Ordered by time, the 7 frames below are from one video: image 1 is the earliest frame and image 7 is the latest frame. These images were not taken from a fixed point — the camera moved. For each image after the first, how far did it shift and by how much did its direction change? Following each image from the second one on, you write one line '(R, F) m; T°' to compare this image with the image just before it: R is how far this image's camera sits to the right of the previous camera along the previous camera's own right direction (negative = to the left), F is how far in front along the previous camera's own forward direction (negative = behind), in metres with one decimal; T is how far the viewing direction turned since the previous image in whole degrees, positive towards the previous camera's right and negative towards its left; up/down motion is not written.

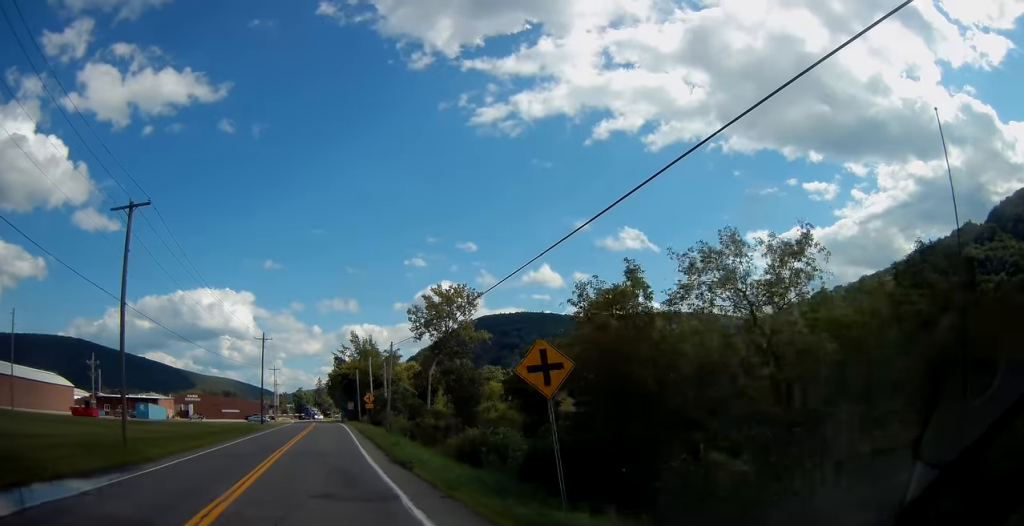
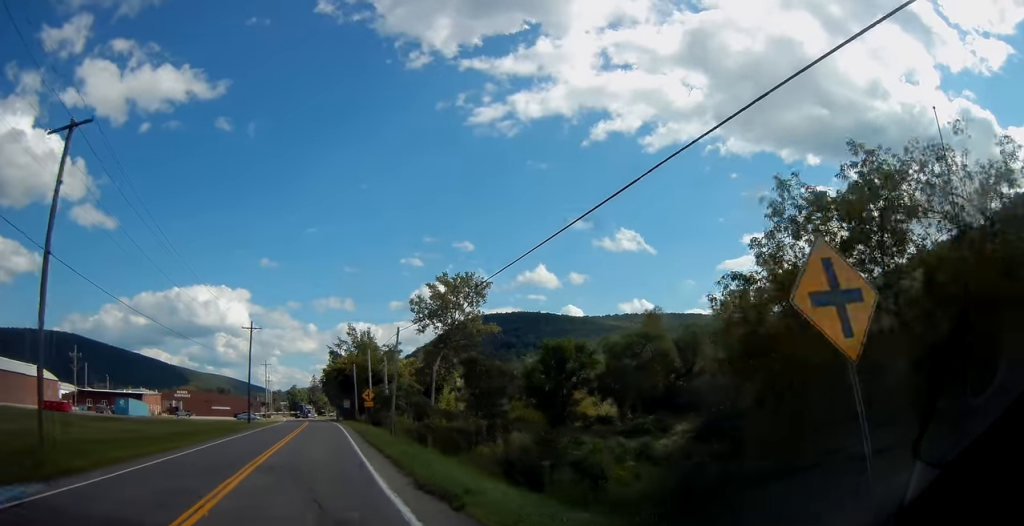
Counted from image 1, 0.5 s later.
(+0.1, +8.0) m; +1°
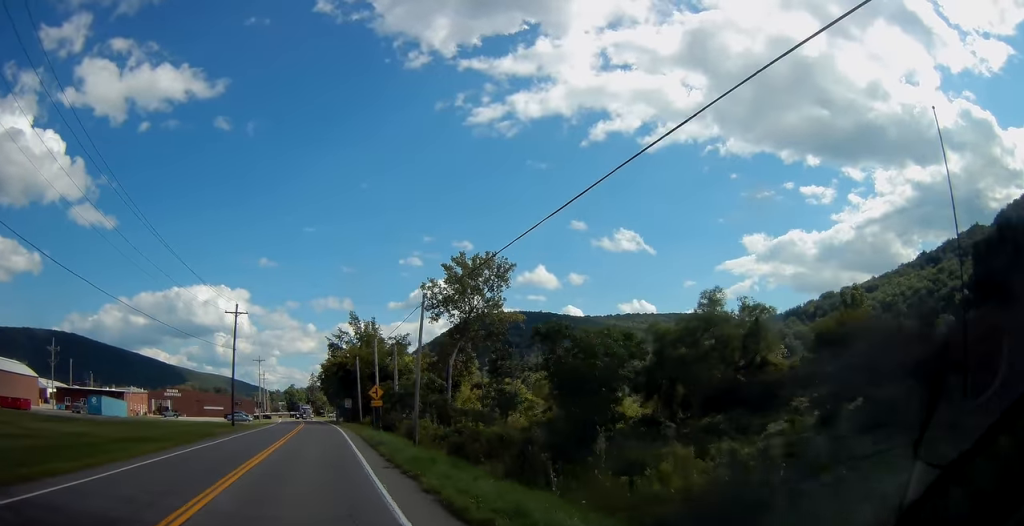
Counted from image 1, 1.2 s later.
(0.0, +11.5) m; +1°
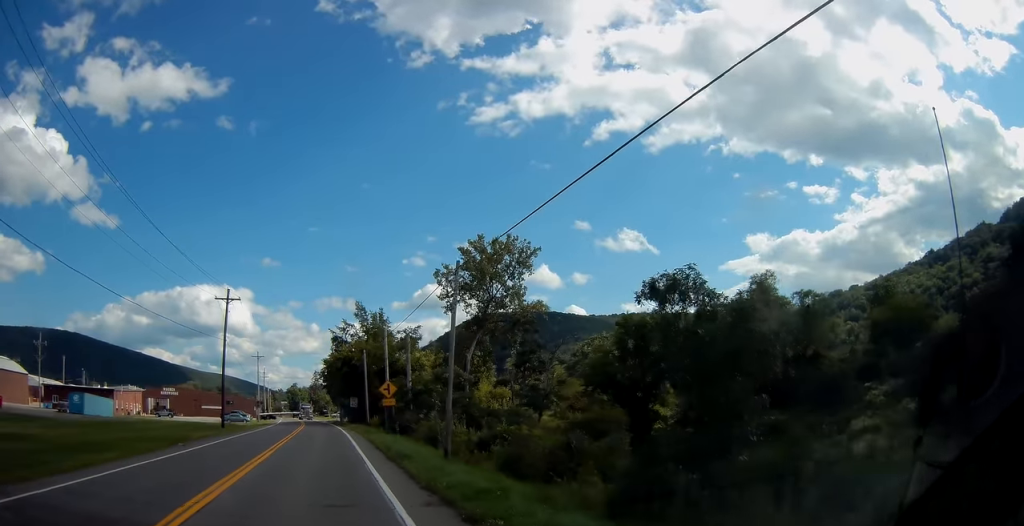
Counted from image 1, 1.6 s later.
(+0.1, +7.4) m; +1°
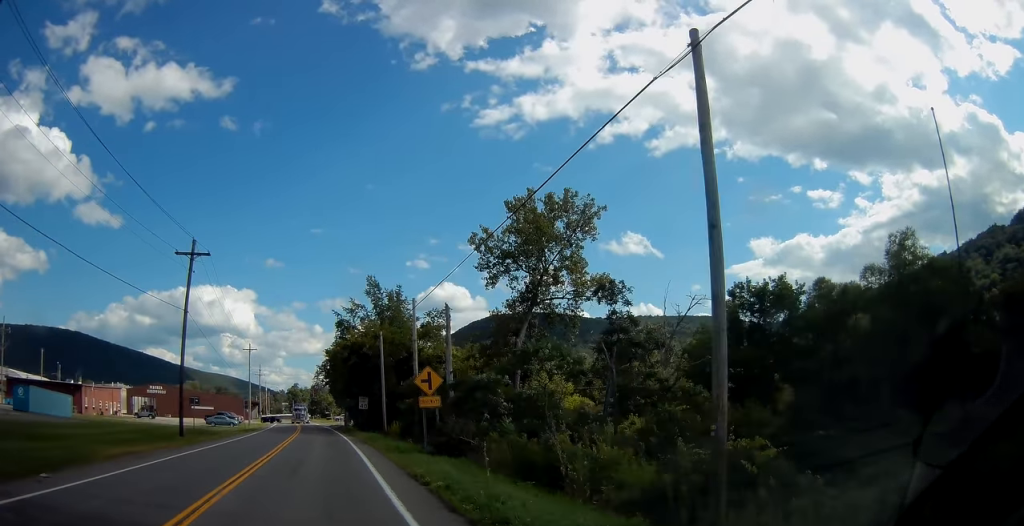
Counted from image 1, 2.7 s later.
(+0.4, +16.6) m; +2°
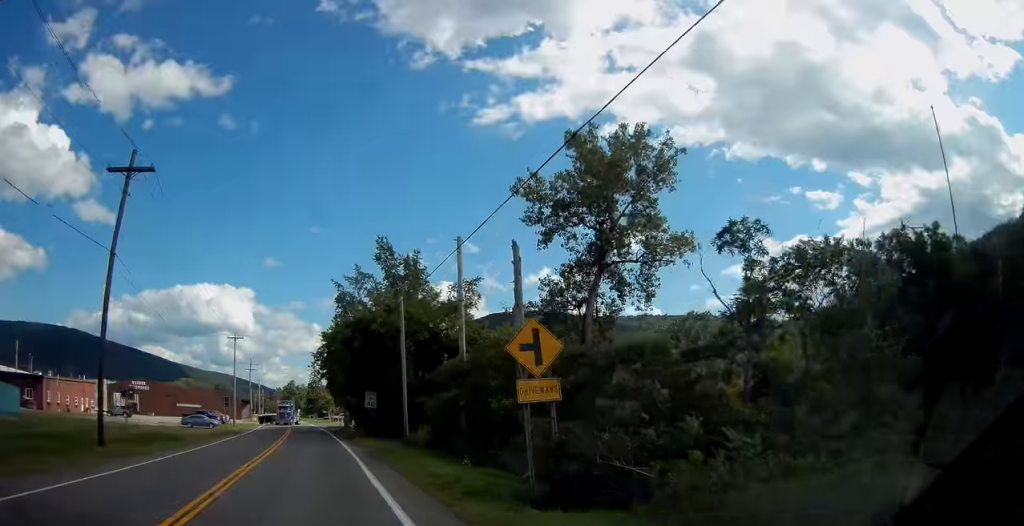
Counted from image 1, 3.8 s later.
(+0.1, +14.1) m; 0°
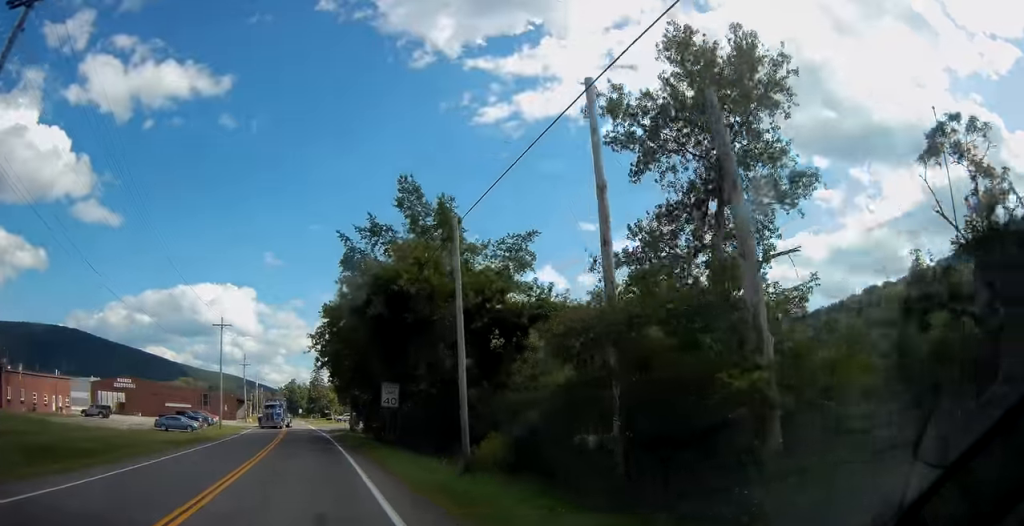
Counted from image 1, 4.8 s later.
(-0.2, +12.9) m; -2°
